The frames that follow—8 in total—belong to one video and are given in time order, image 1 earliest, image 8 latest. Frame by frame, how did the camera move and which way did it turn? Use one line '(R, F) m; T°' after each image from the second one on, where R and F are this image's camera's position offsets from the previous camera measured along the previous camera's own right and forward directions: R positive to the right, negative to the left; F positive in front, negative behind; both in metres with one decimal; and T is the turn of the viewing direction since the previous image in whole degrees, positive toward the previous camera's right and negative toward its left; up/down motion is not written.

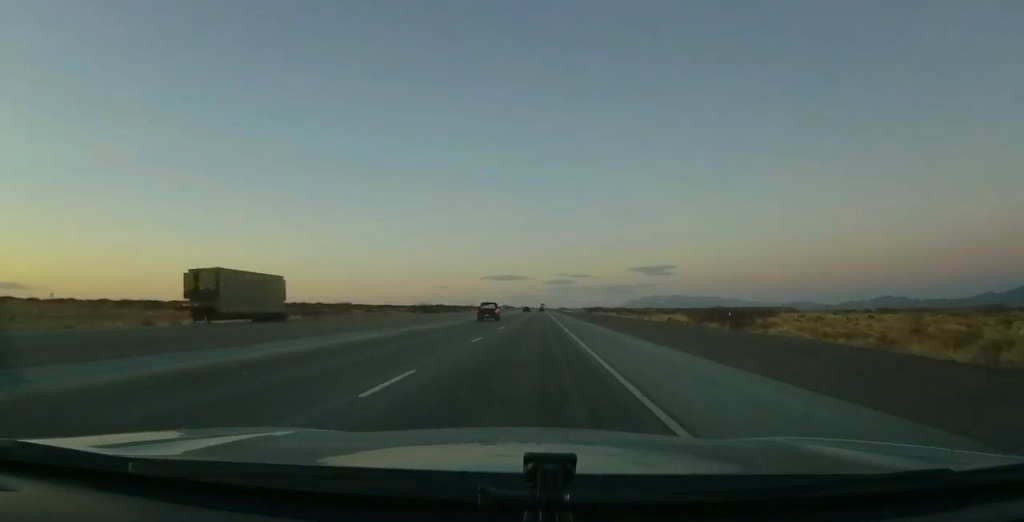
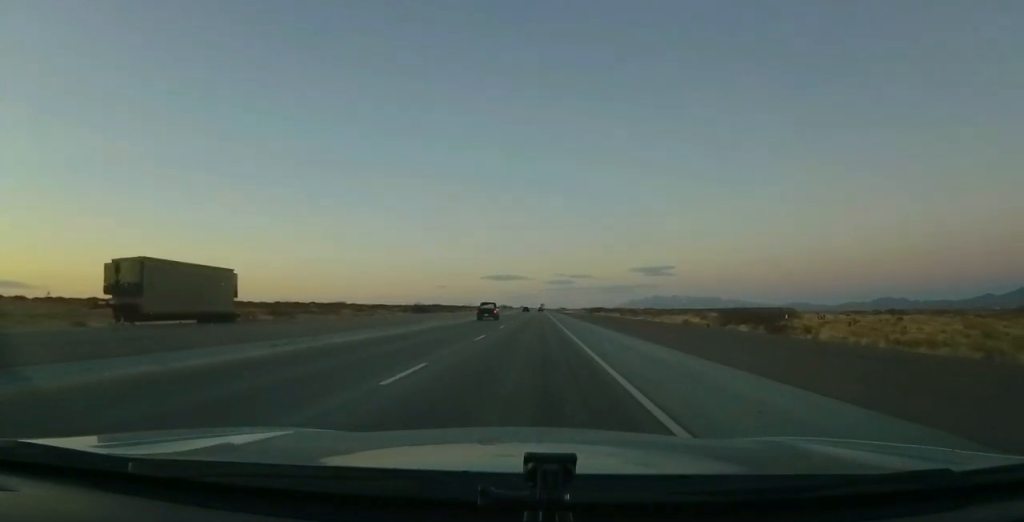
(0.0, +11.1) m; 0°
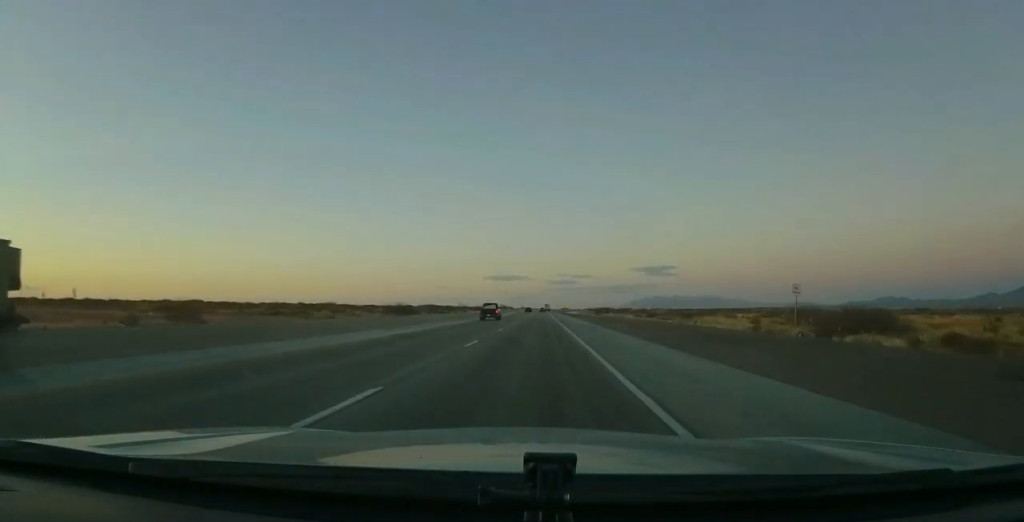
(0.0, +28.2) m; 0°
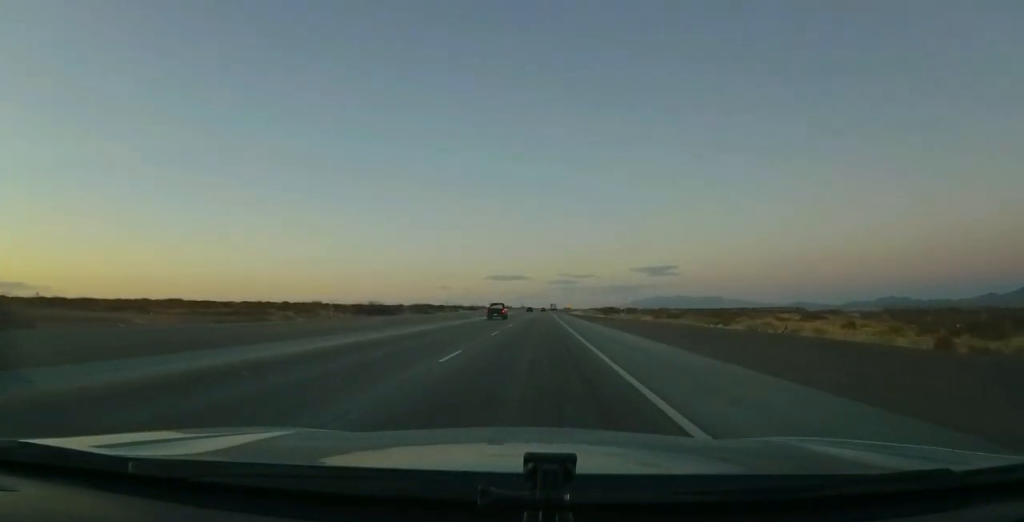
(0.0, +29.5) m; 0°
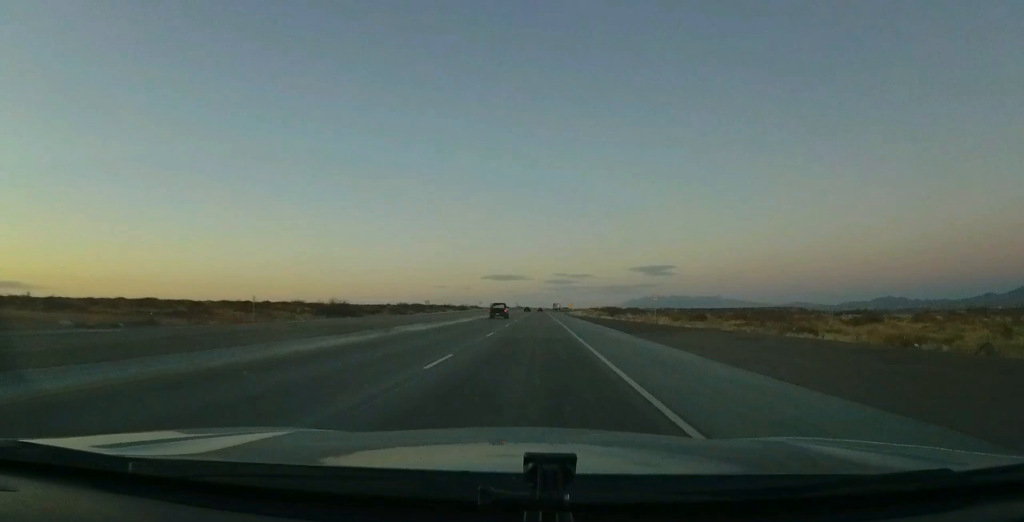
(0.0, +26.0) m; 0°
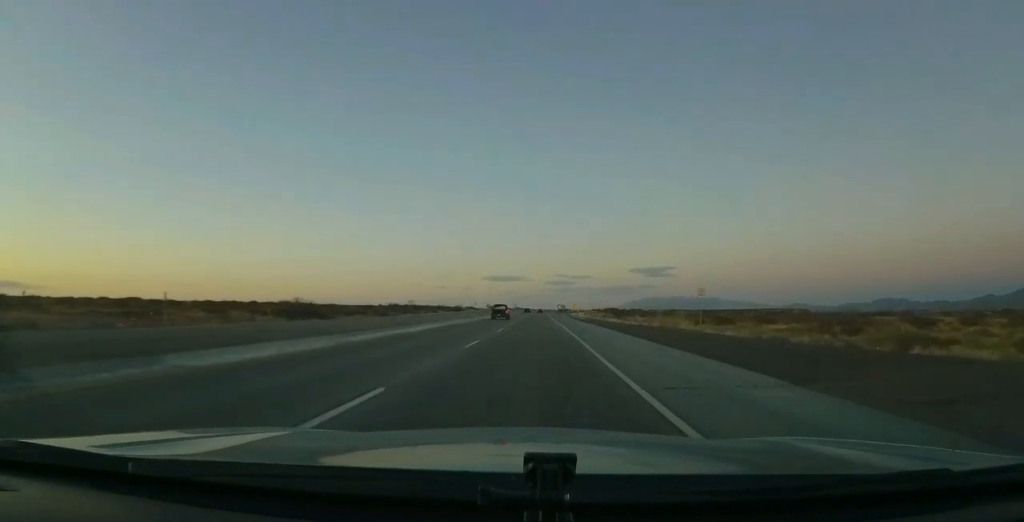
(0.0, +18.5) m; 0°
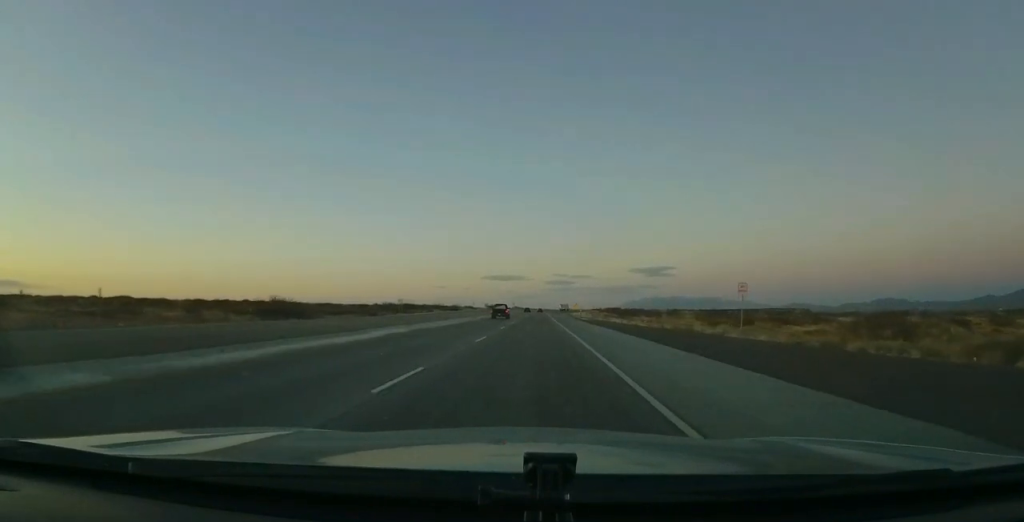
(0.0, +9.6) m; 0°
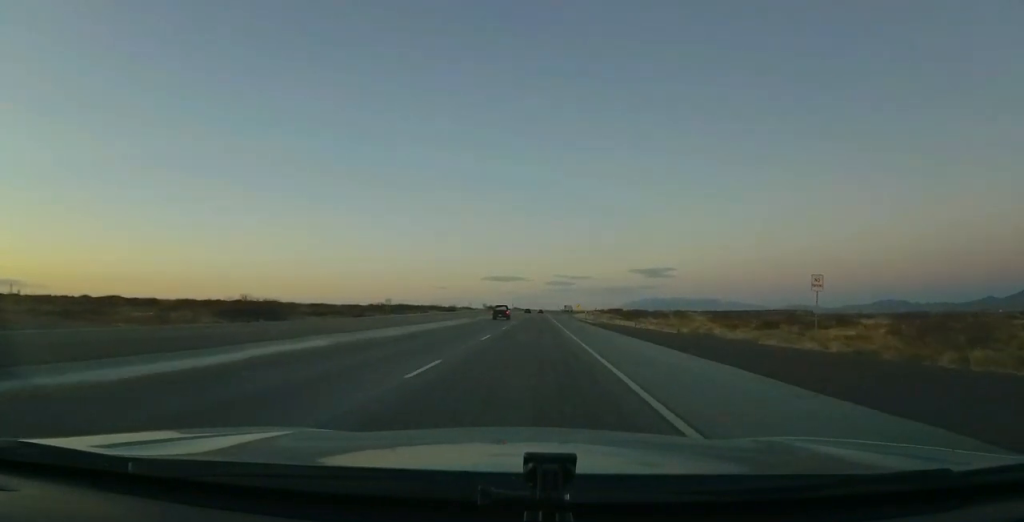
(0.0, +10.4) m; 0°
